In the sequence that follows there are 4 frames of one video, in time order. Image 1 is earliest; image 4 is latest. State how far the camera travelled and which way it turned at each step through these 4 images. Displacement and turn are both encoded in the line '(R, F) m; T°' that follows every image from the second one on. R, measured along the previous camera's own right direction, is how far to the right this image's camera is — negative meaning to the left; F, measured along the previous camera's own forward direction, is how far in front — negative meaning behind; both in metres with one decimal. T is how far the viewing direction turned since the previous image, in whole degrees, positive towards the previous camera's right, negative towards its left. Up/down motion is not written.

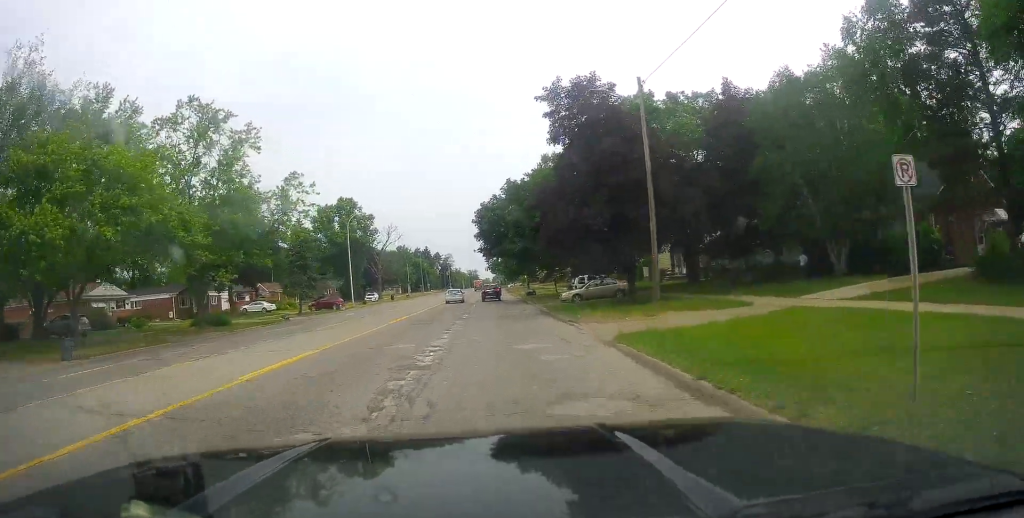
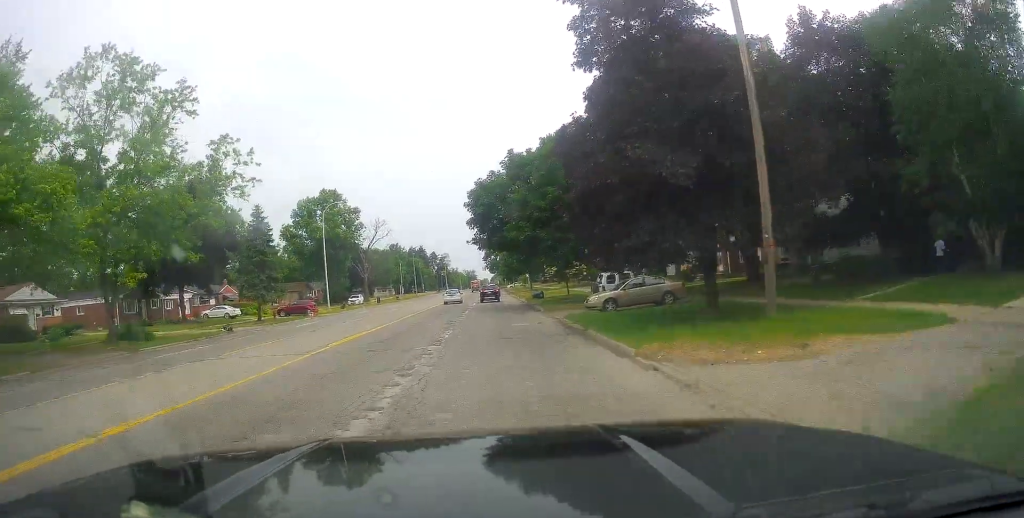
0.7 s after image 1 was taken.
(-0.5, +11.0) m; 0°
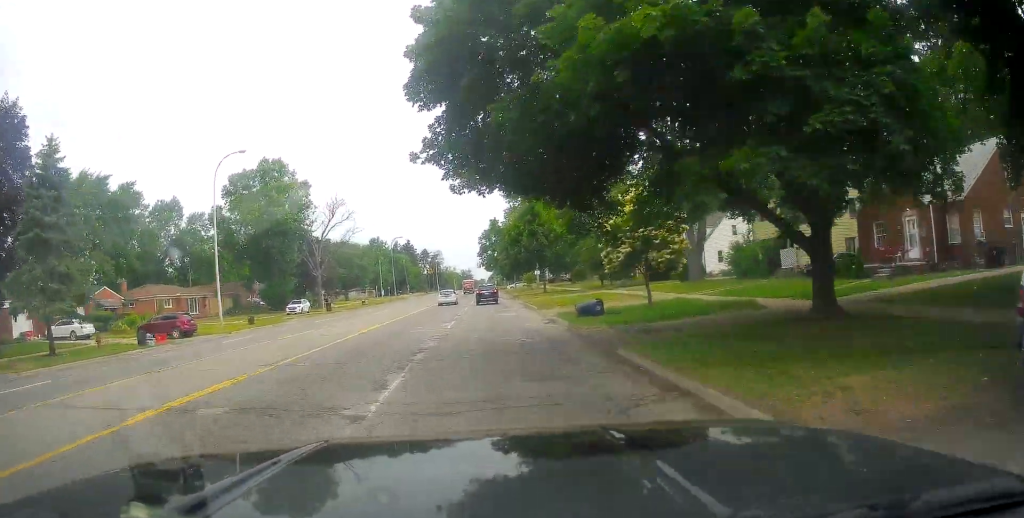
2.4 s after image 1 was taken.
(+1.3, +27.4) m; +2°
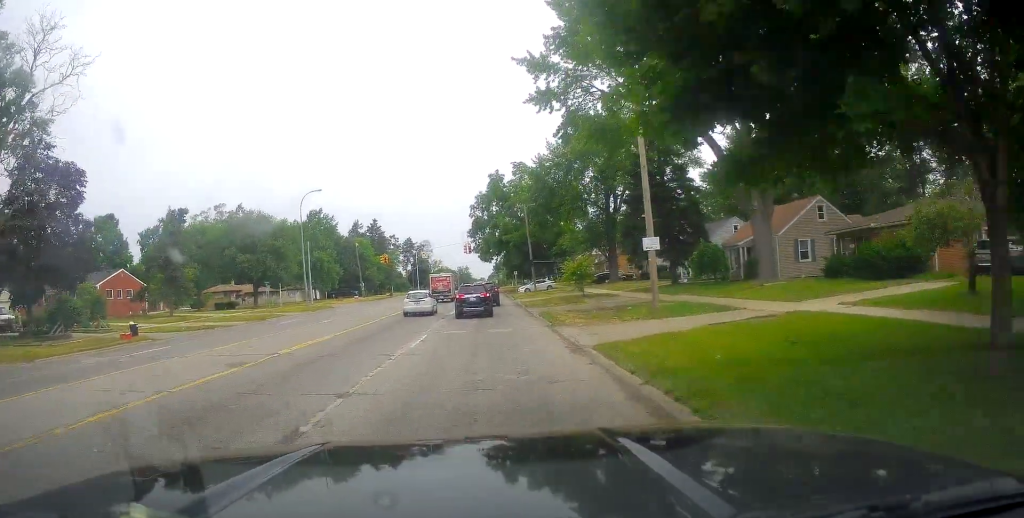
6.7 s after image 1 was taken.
(-1.4, +60.9) m; -3°
